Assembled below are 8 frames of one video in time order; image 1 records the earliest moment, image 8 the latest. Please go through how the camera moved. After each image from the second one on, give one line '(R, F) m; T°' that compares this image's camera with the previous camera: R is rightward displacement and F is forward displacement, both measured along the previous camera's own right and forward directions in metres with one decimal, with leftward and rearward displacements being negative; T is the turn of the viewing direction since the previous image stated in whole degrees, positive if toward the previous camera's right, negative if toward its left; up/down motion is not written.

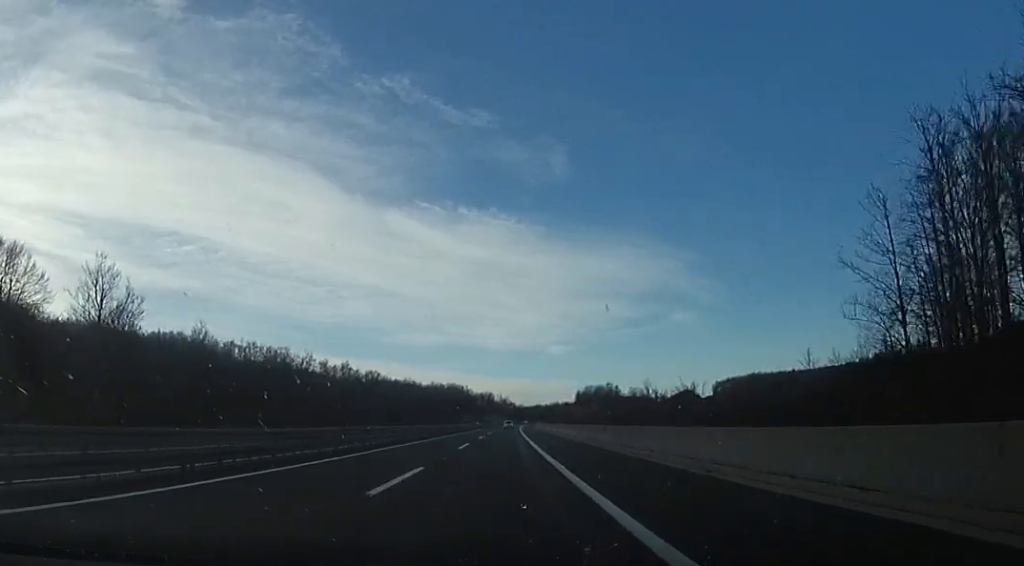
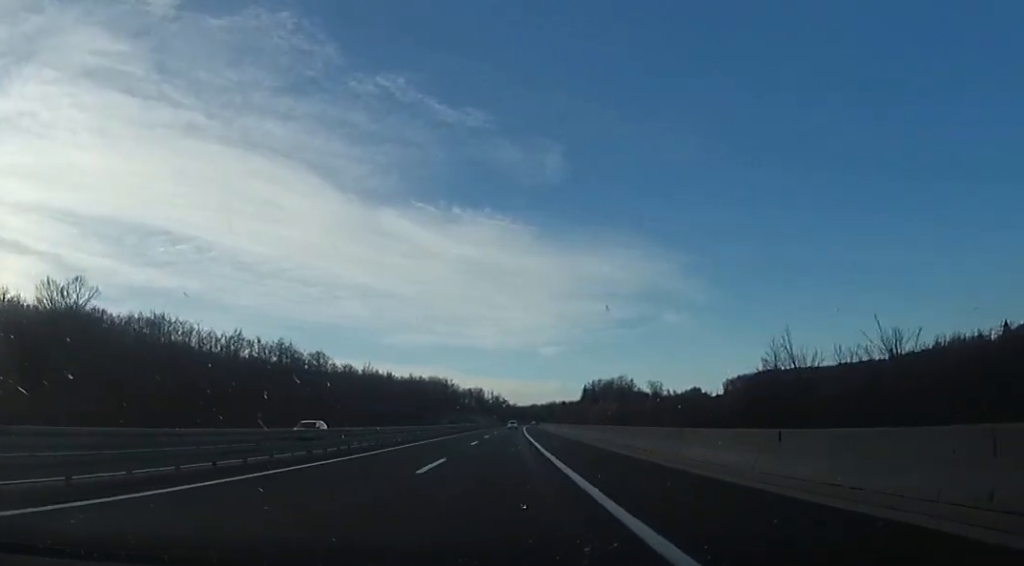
(-1.2, +72.5) m; -1°
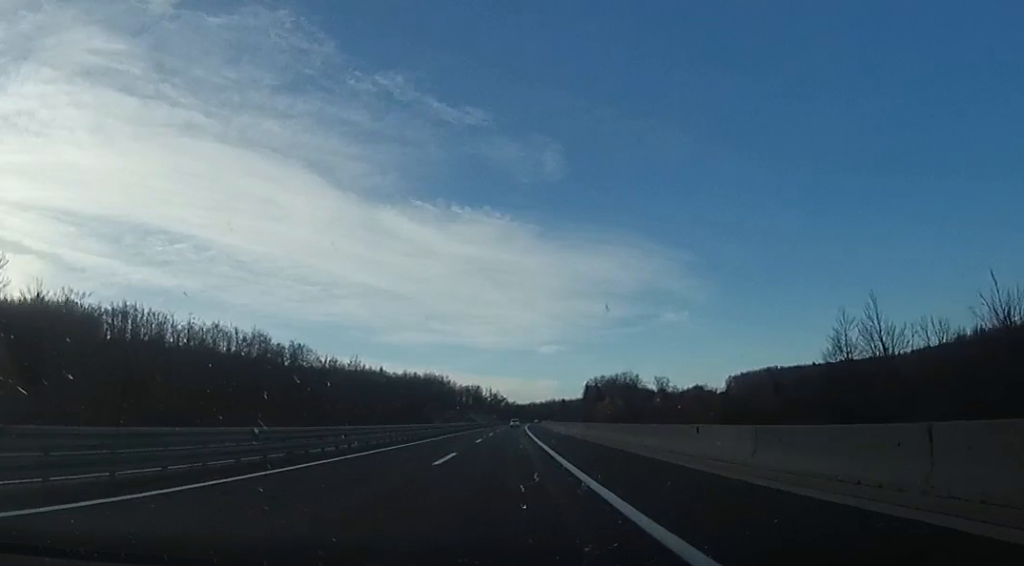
(+0.3, +16.7) m; +1°
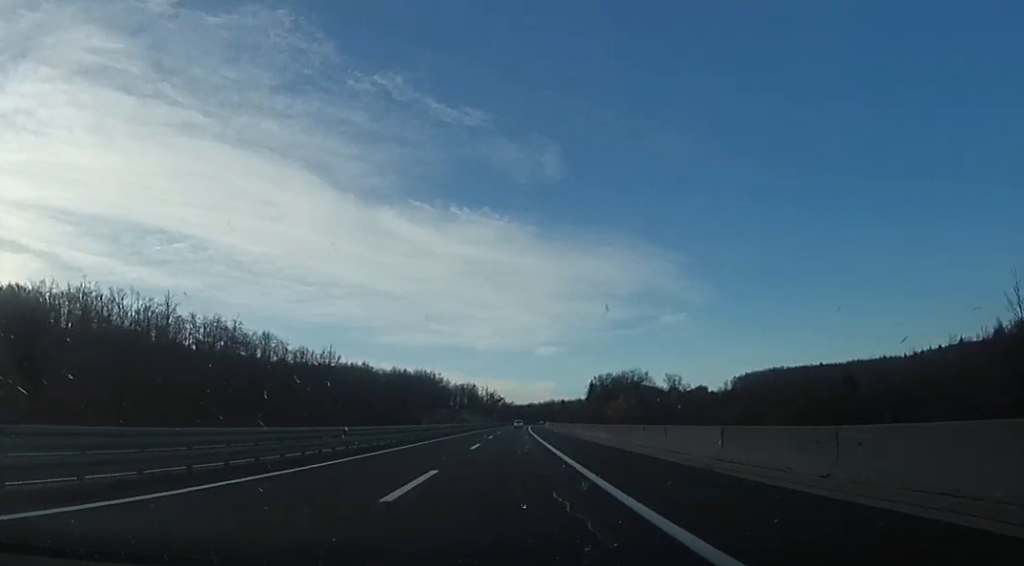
(+0.6, +27.2) m; +2°
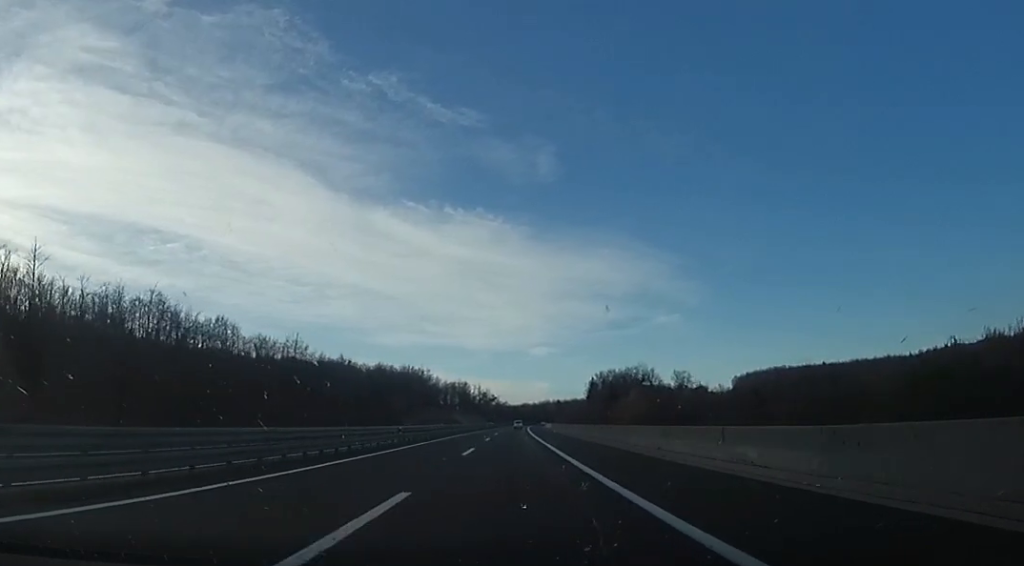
(+0.4, +23.9) m; 0°
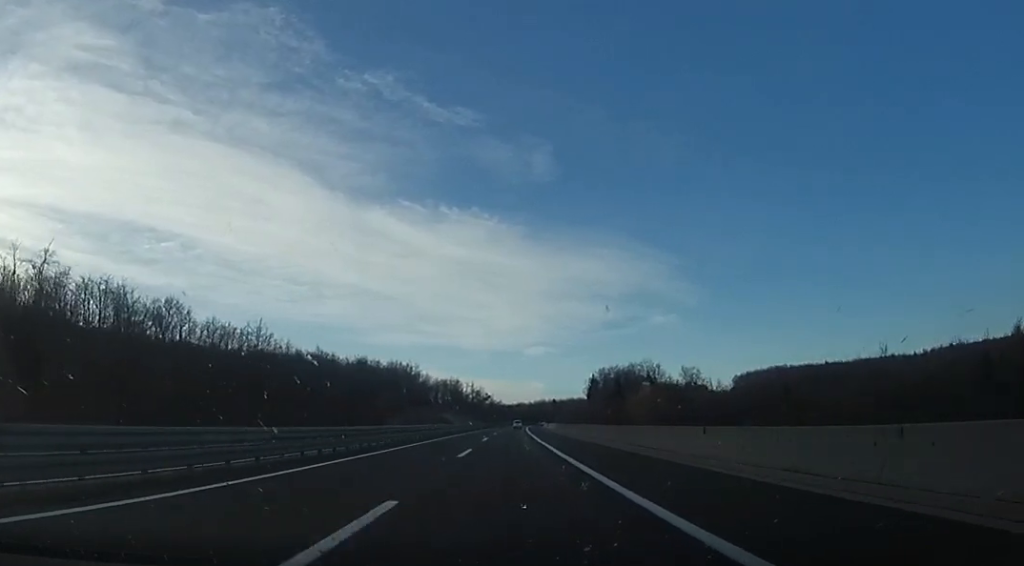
(+0.2, +20.1) m; -1°
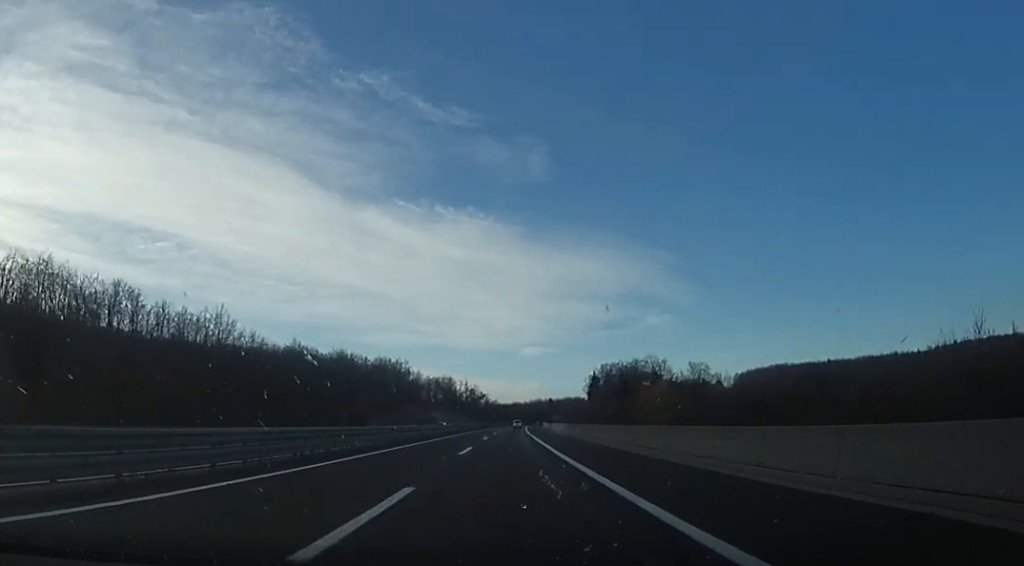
(-0.6, +16.6) m; -1°
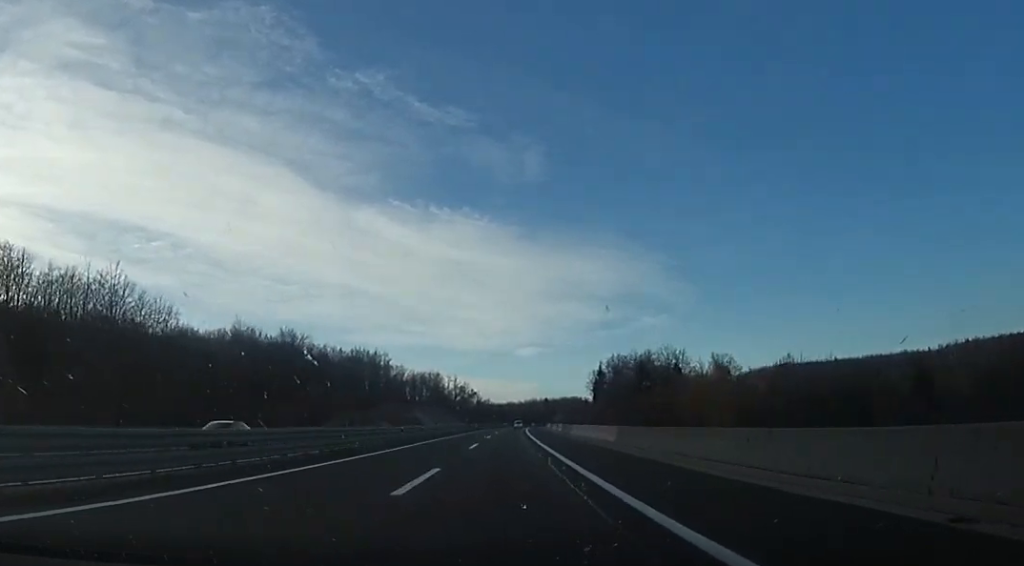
(-0.4, +32.3) m; +3°
